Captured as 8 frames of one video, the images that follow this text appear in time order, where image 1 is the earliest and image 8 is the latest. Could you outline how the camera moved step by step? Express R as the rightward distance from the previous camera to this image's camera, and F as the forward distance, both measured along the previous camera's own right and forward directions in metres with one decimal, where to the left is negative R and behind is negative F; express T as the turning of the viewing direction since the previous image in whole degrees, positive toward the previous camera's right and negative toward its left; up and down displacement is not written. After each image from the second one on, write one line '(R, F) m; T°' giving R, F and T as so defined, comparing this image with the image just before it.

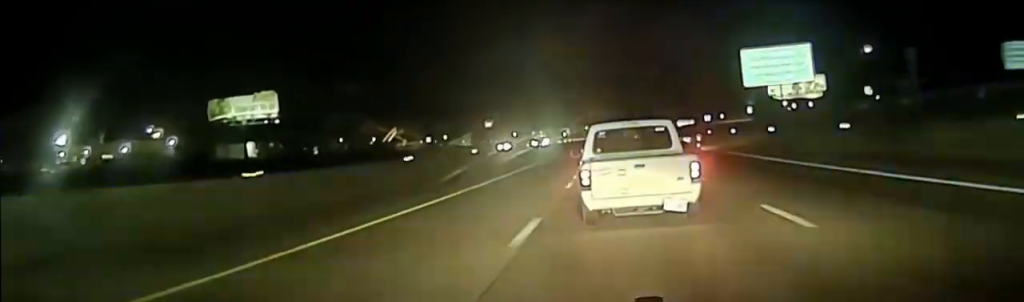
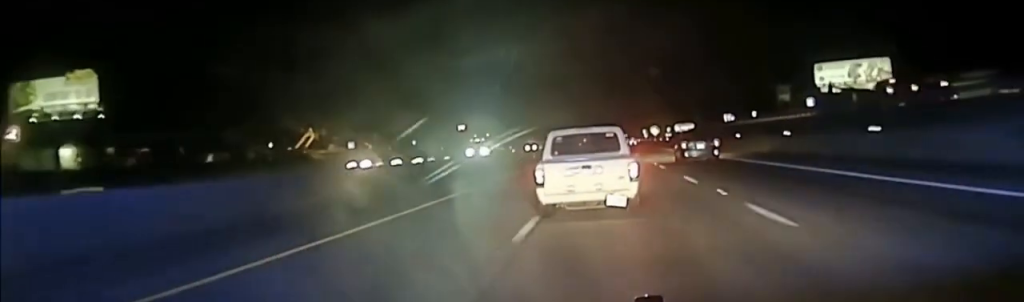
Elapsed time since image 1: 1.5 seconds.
(+0.1, +71.8) m; 0°
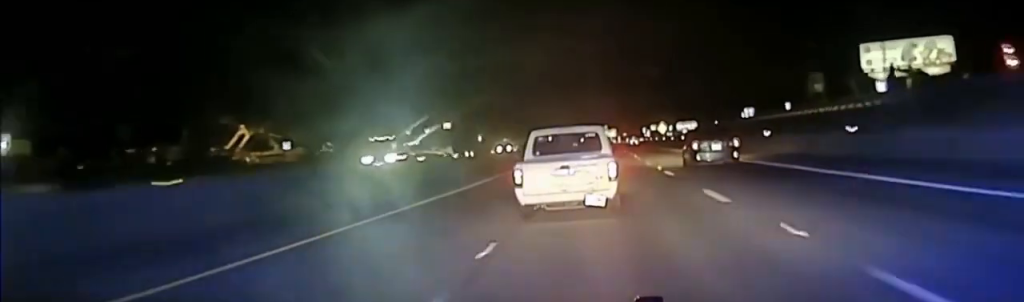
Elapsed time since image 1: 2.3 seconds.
(+0.1, +35.8) m; 0°
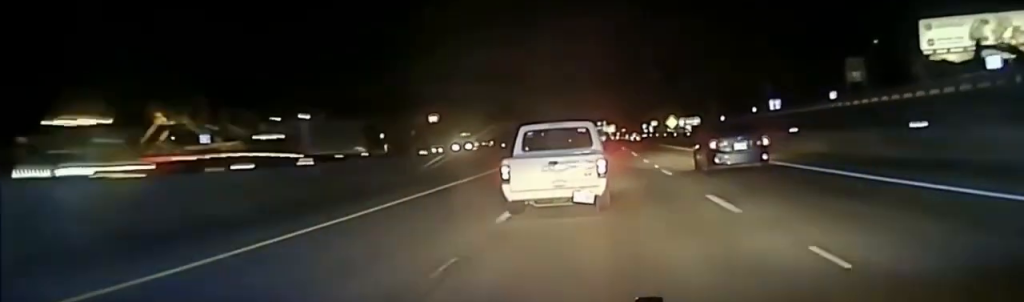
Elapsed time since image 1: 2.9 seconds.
(+0.1, +29.0) m; 0°
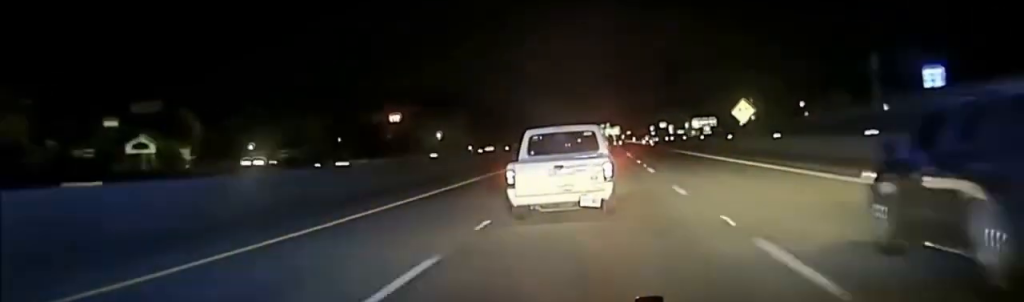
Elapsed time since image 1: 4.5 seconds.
(+0.5, +70.7) m; +1°
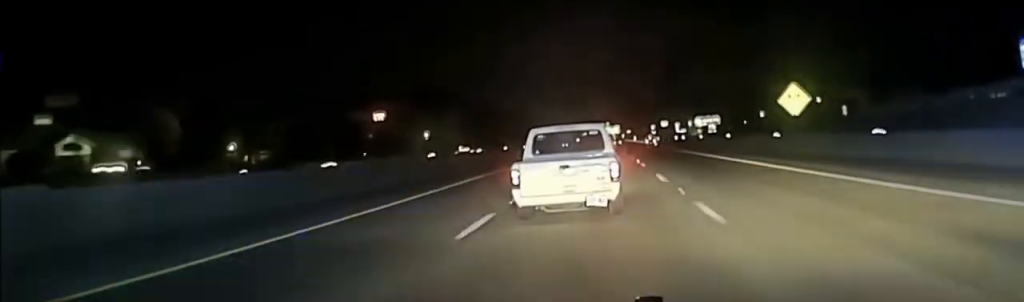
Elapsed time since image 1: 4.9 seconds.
(0.0, +17.7) m; 0°
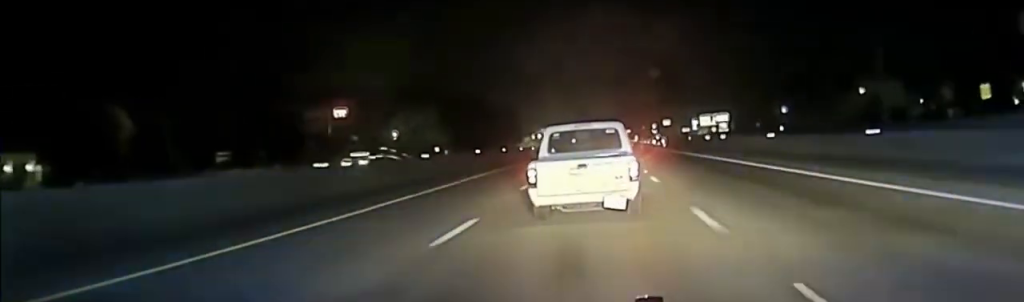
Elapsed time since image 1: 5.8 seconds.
(-0.1, +34.2) m; 0°
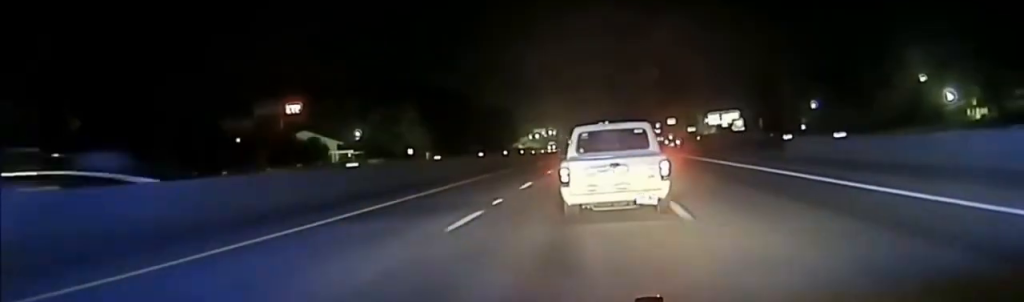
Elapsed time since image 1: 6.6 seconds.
(-0.2, +29.9) m; 0°
